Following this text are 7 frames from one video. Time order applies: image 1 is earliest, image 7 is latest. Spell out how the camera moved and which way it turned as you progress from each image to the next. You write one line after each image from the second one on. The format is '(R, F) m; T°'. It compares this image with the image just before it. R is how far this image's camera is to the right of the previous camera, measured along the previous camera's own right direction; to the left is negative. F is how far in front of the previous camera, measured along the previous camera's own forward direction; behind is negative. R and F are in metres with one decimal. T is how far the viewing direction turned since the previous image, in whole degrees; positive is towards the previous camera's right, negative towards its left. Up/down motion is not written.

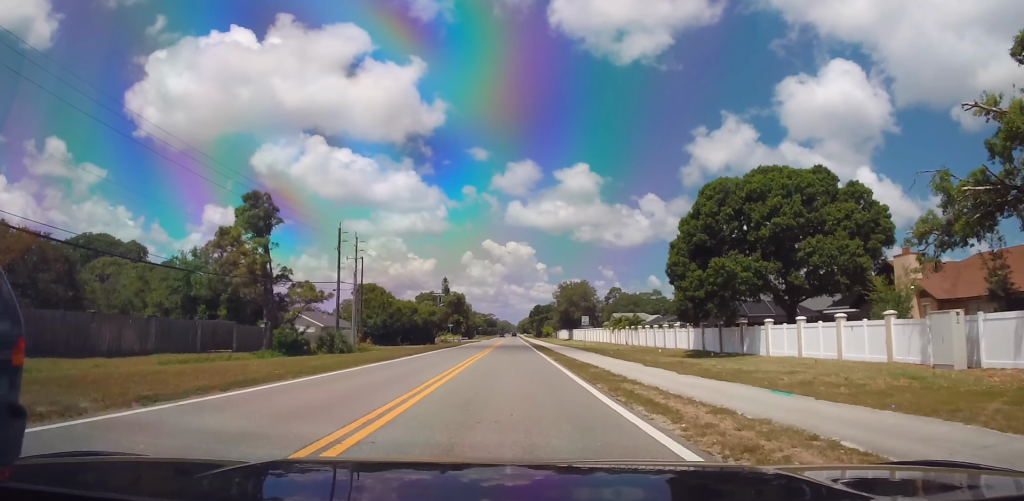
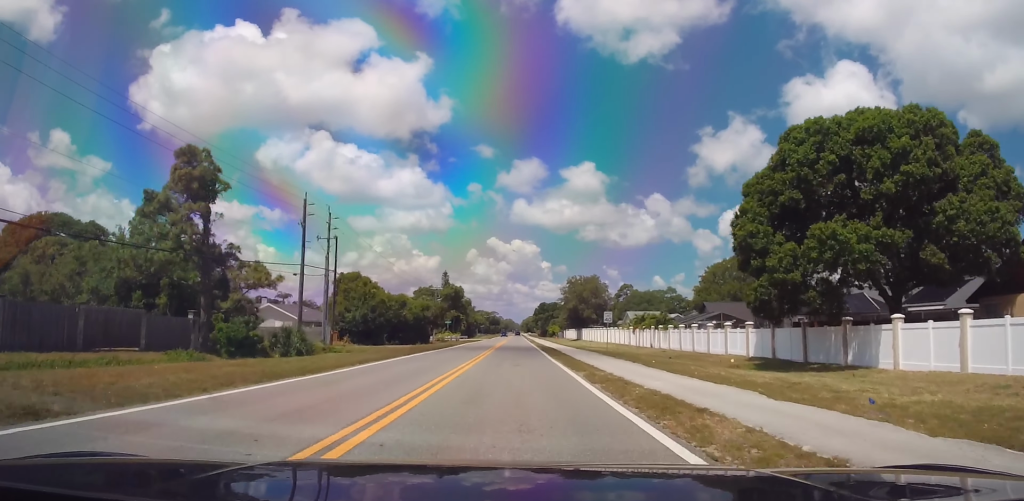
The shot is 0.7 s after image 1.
(+0.3, +11.8) m; 0°
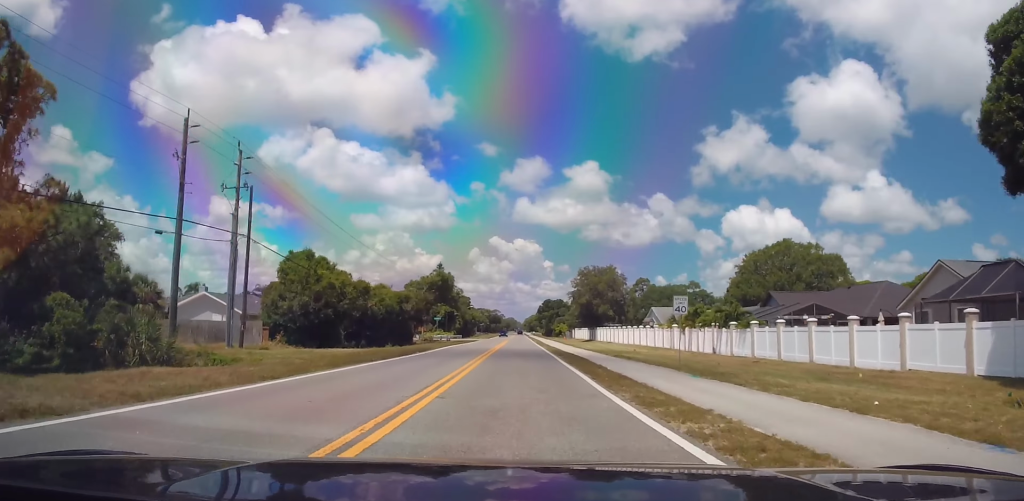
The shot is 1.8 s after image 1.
(-0.1, +19.4) m; -1°
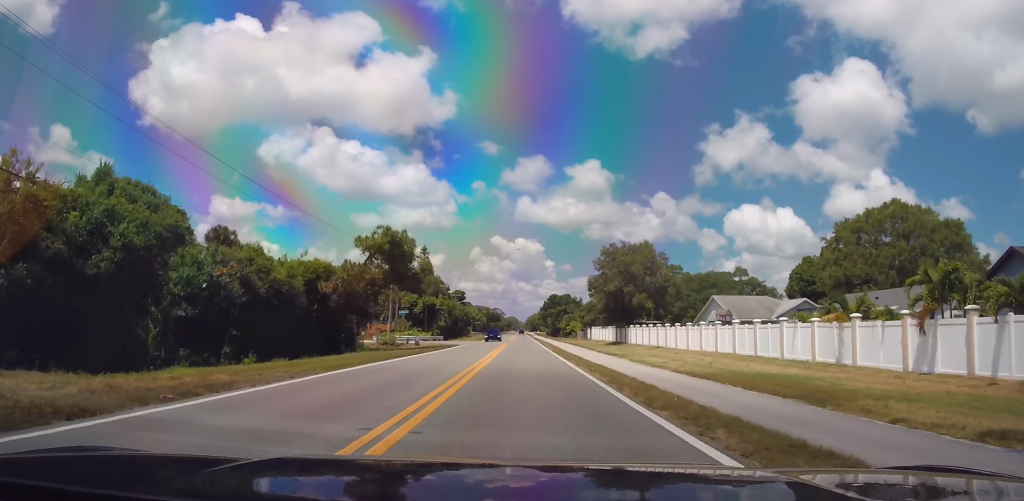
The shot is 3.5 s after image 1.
(+0.1, +30.6) m; +1°
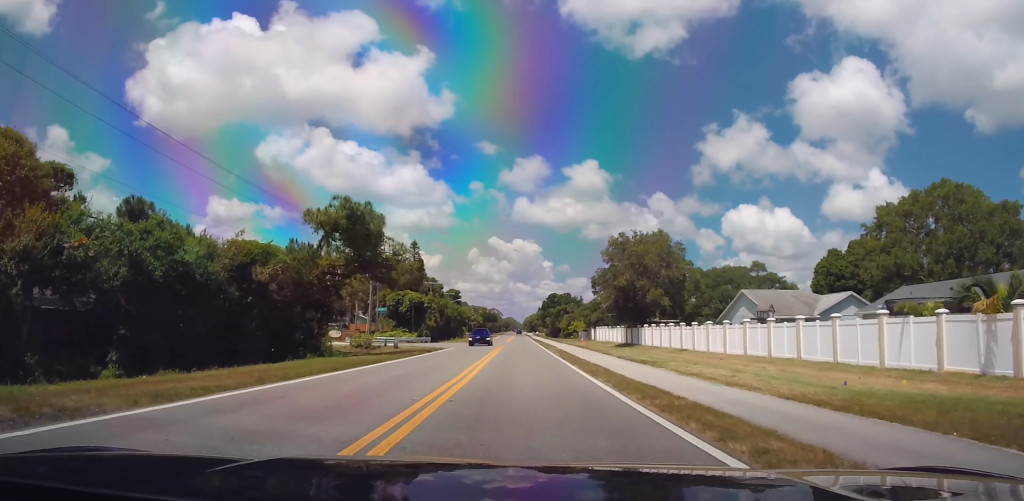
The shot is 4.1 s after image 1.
(+0.3, +10.0) m; 0°
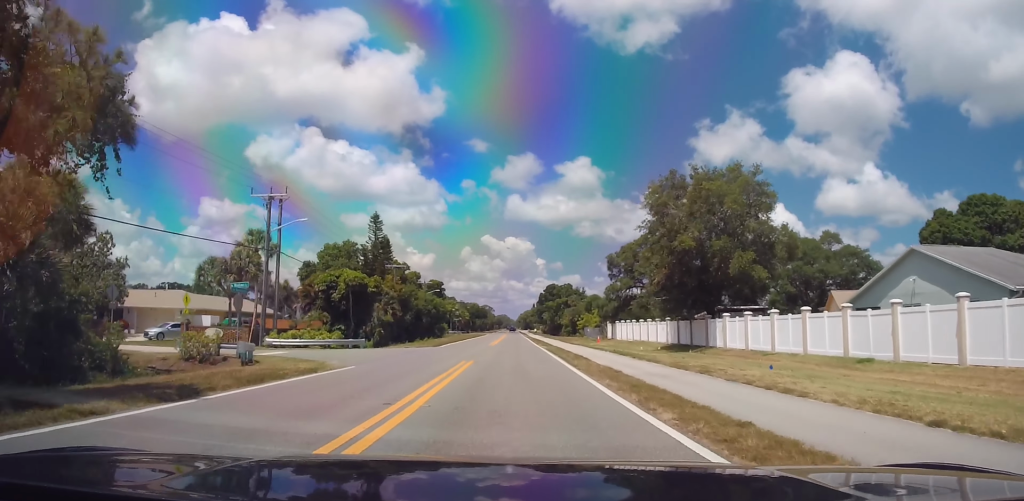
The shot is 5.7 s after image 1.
(-0.9, +28.4) m; -1°
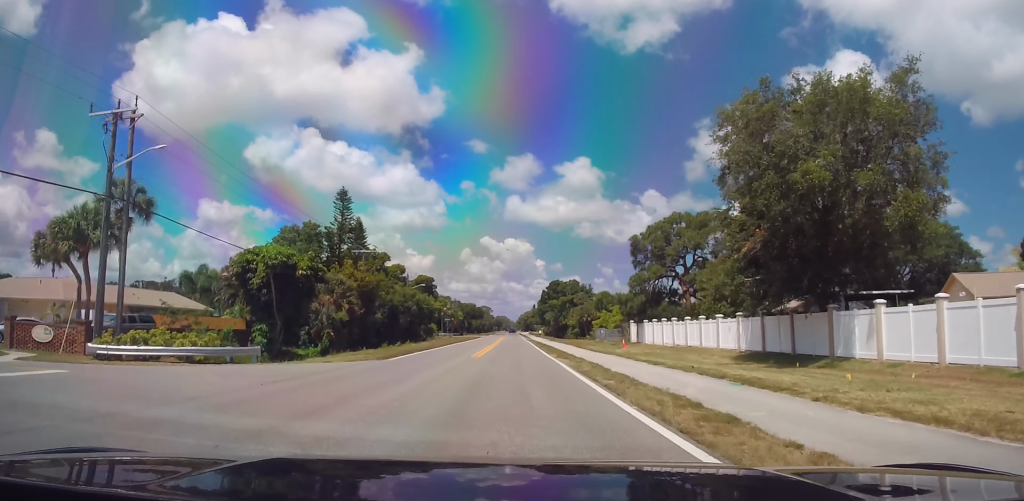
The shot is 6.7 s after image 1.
(+0.3, +18.1) m; +2°
